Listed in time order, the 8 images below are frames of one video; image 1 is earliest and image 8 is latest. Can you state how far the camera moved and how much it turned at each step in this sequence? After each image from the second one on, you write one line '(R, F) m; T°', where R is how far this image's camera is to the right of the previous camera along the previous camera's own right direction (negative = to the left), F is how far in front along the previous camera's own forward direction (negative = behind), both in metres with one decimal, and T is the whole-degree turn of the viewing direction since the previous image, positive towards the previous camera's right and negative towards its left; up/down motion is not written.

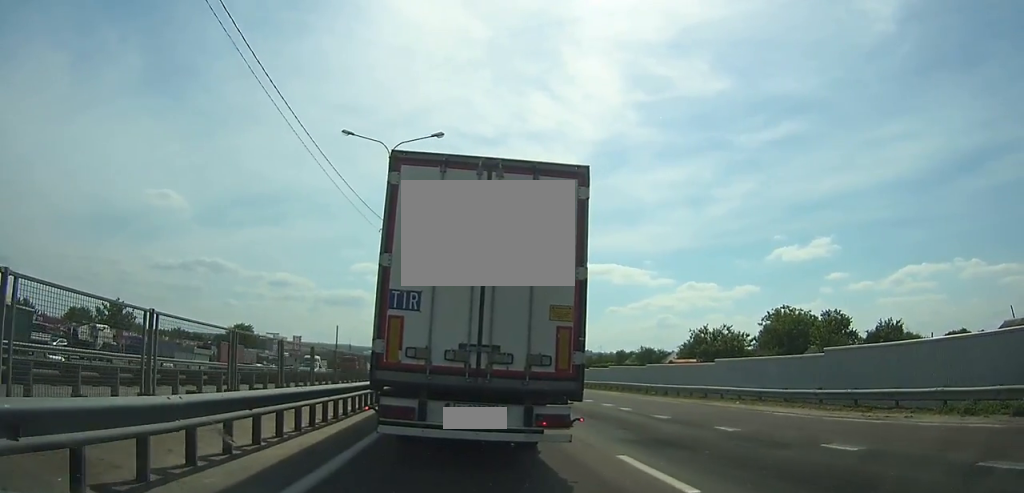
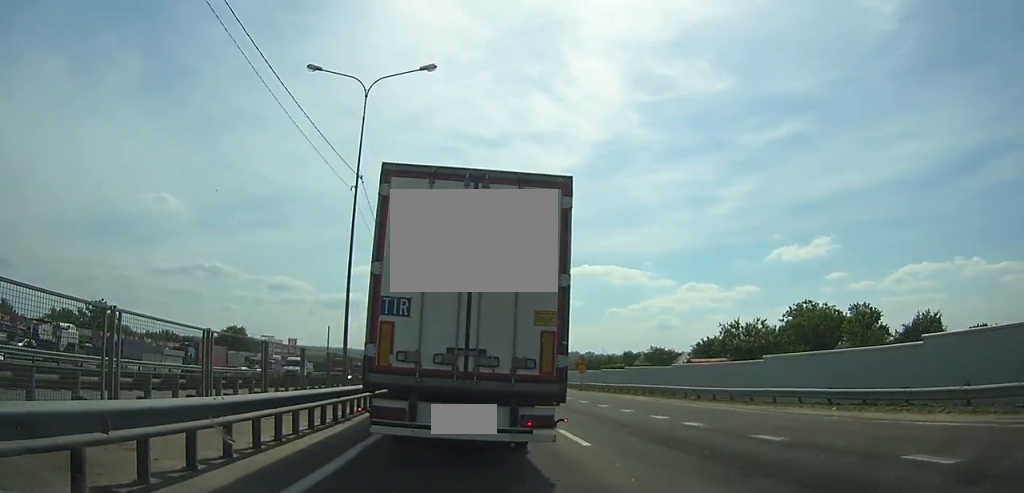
(-0.1, +6.6) m; 0°
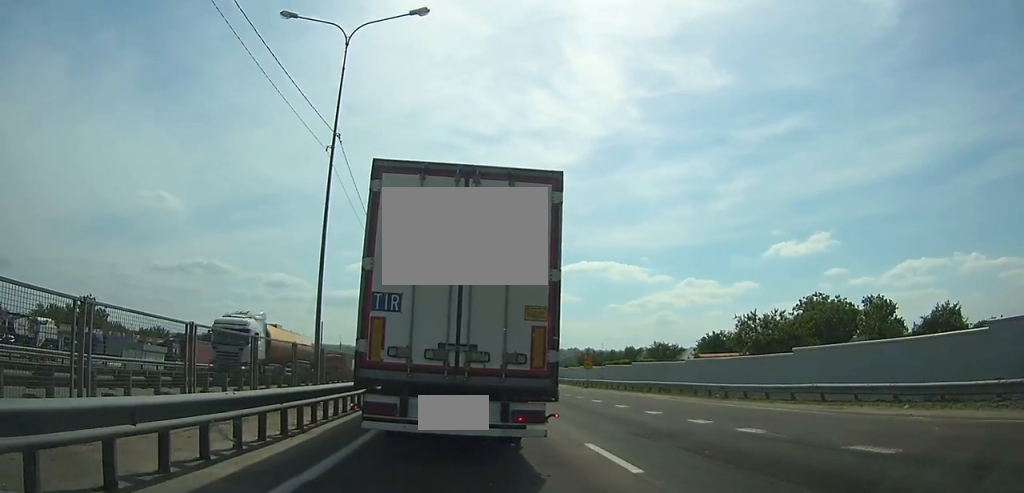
(+0.1, +3.6) m; 0°
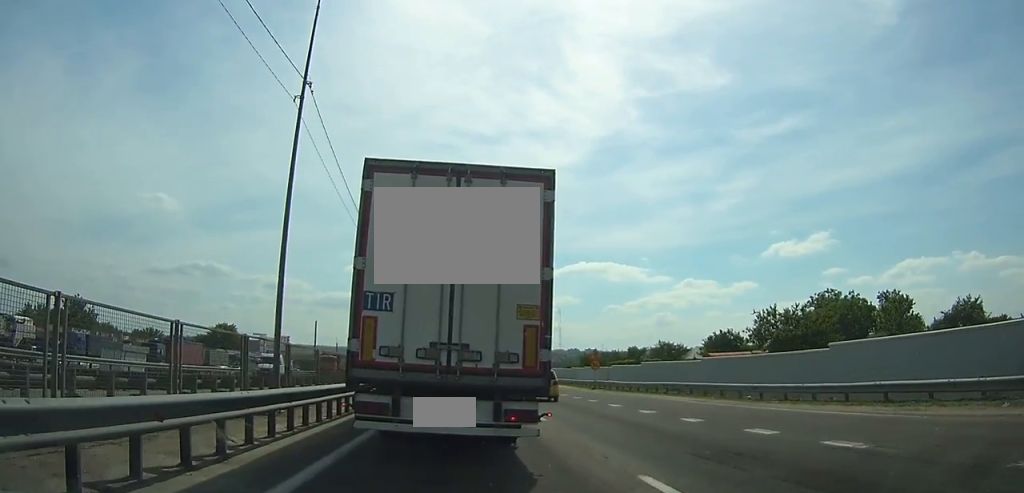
(-0.1, +3.5) m; 0°
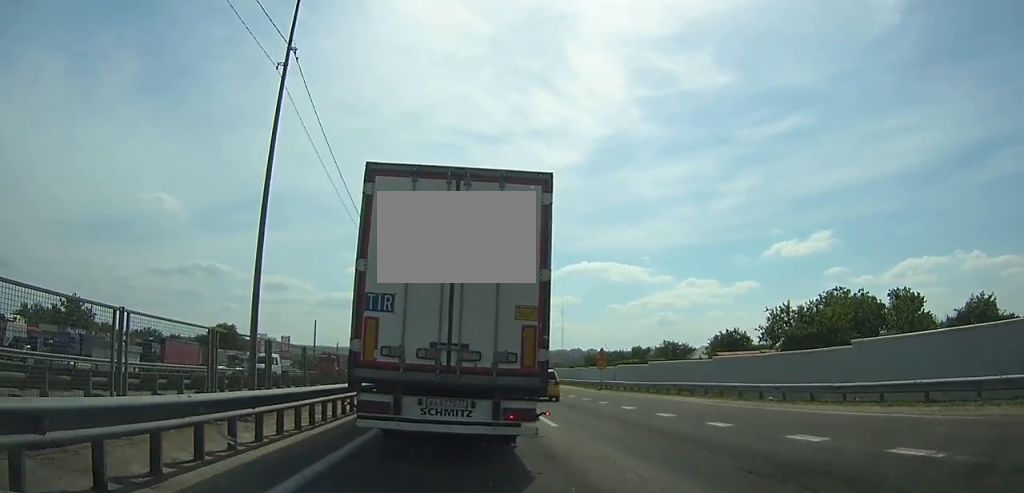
(0.0, +1.9) m; -1°
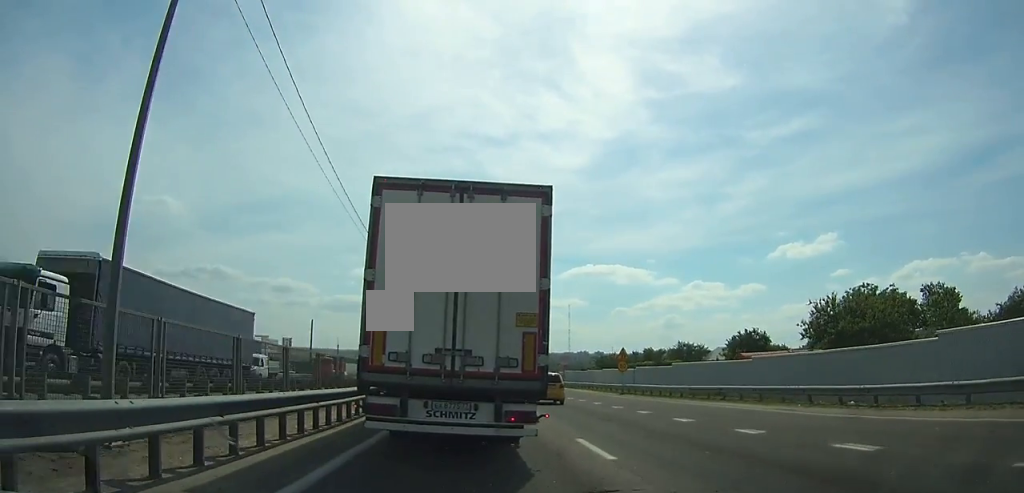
(-0.1, +4.8) m; -1°
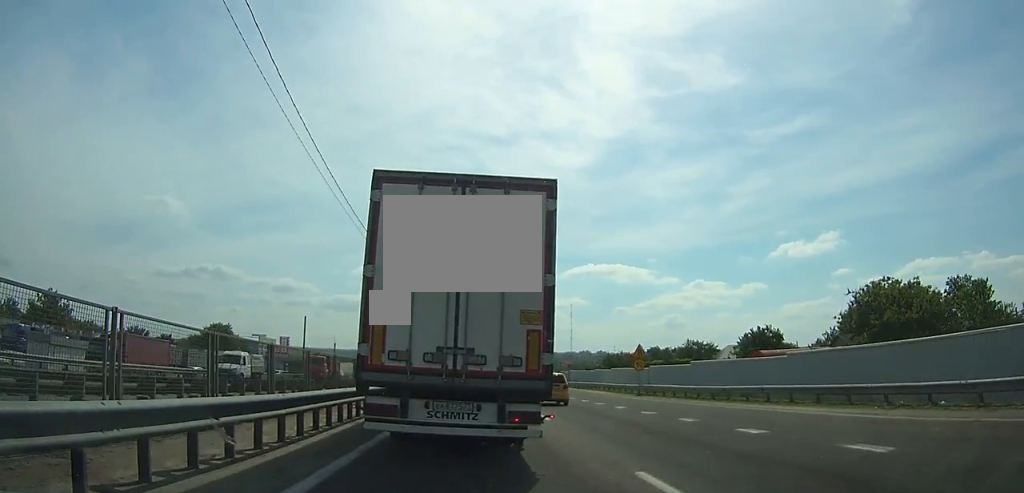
(+0.1, +4.0) m; +2°
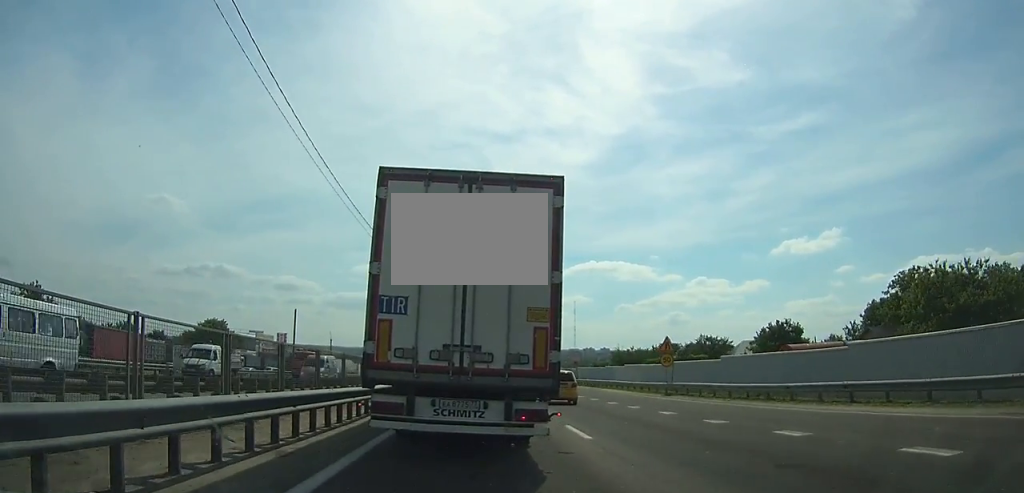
(0.0, +5.7) m; -1°
